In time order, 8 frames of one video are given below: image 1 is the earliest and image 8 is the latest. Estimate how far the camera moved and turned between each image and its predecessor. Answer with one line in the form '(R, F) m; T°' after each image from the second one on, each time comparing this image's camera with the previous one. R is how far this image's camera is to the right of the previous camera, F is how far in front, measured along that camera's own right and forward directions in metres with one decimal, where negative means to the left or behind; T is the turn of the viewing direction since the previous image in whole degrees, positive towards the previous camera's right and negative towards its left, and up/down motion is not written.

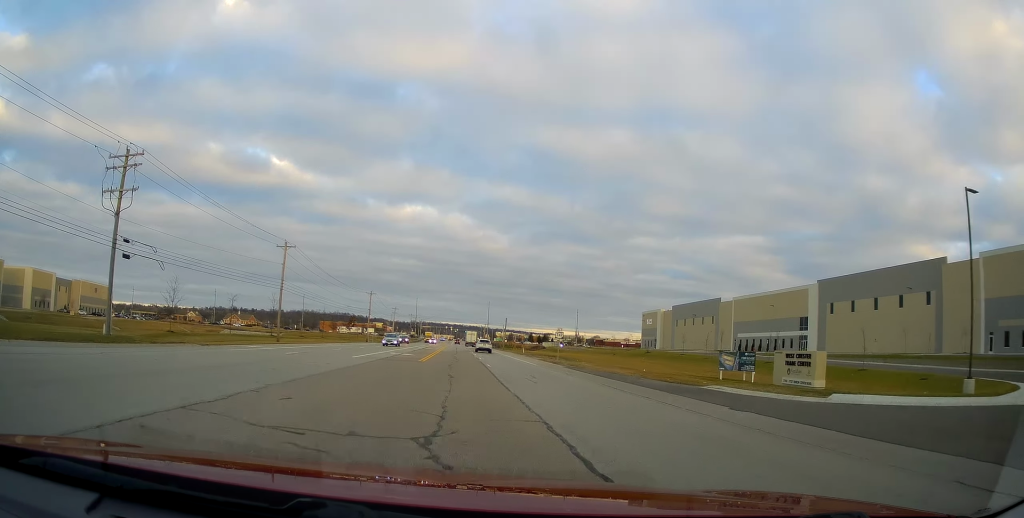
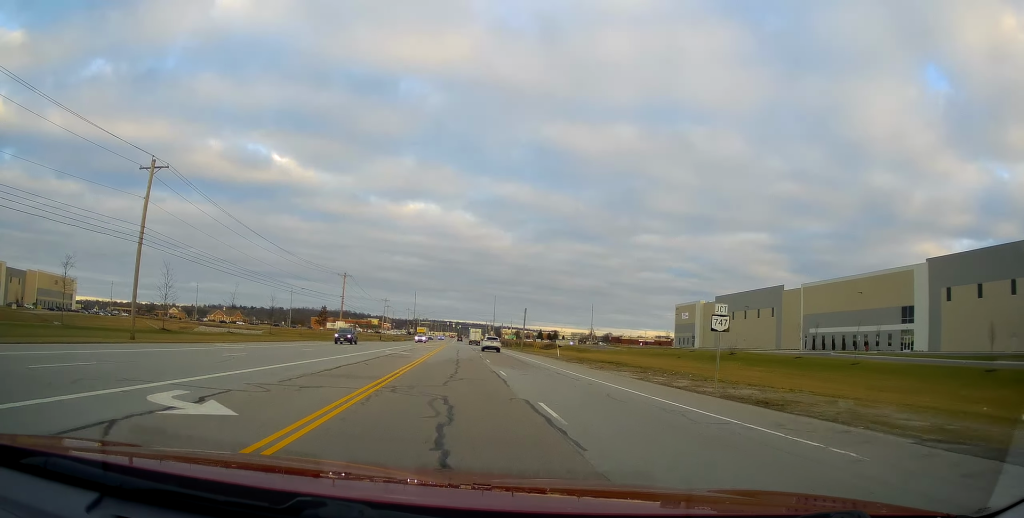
(+0.3, +33.8) m; -1°
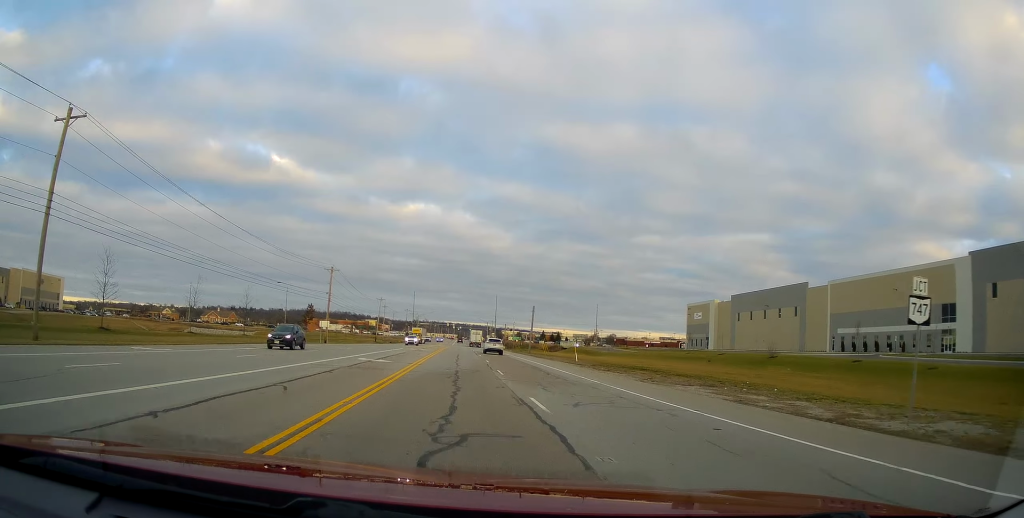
(-0.1, +10.5) m; -1°
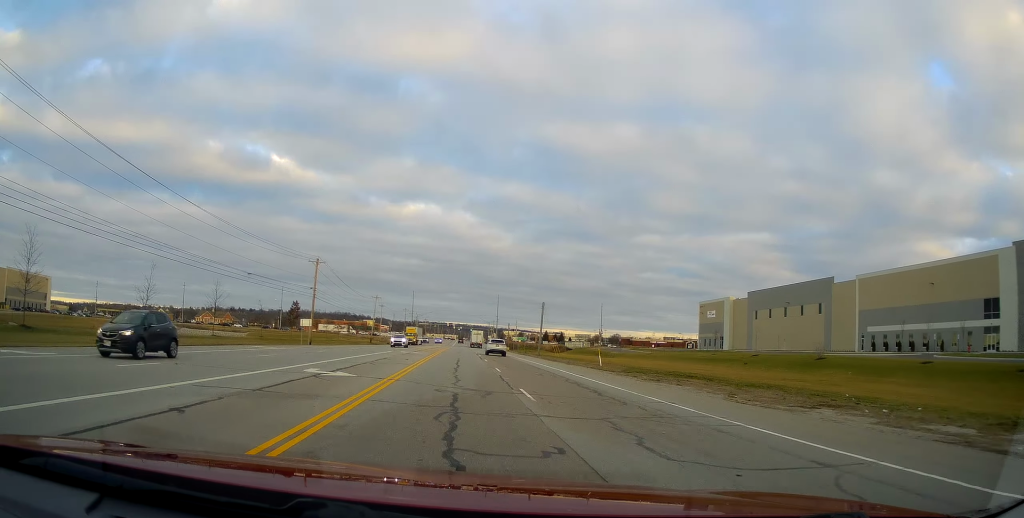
(0.0, +9.8) m; 0°
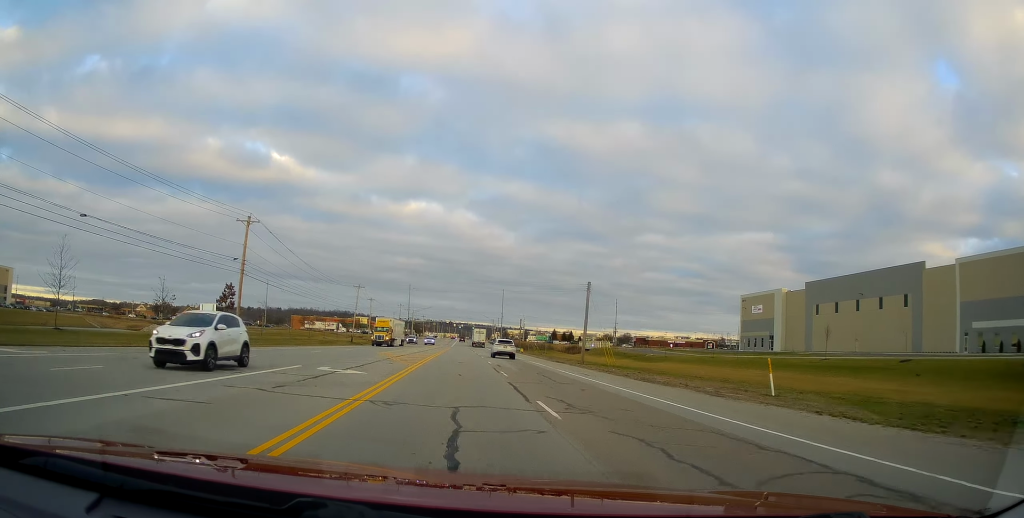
(0.0, +27.8) m; 0°
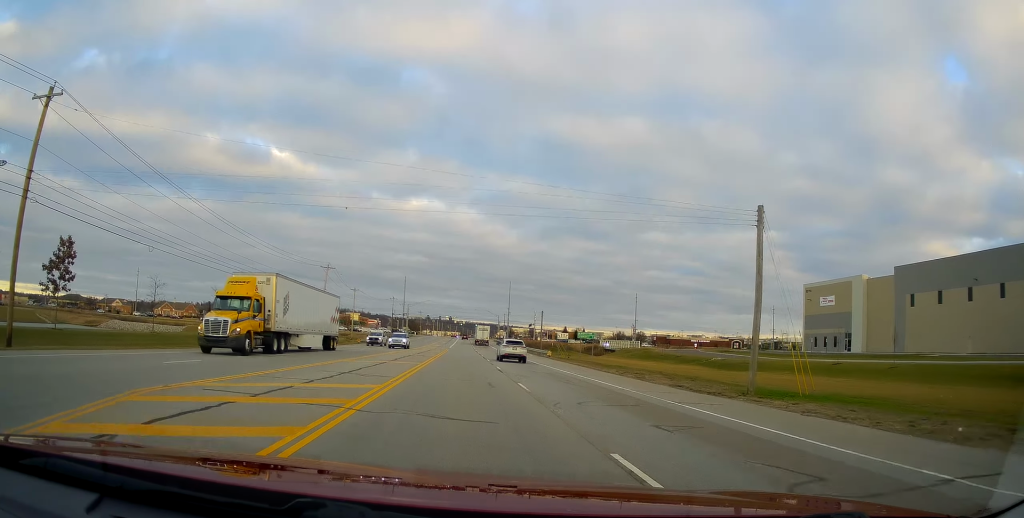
(0.0, +30.3) m; 0°
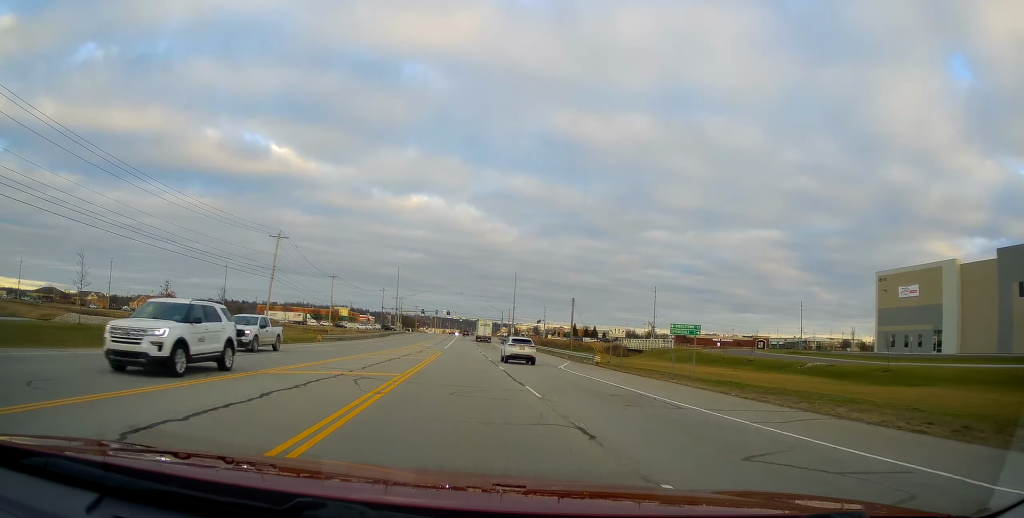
(+0.1, +25.5) m; 0°
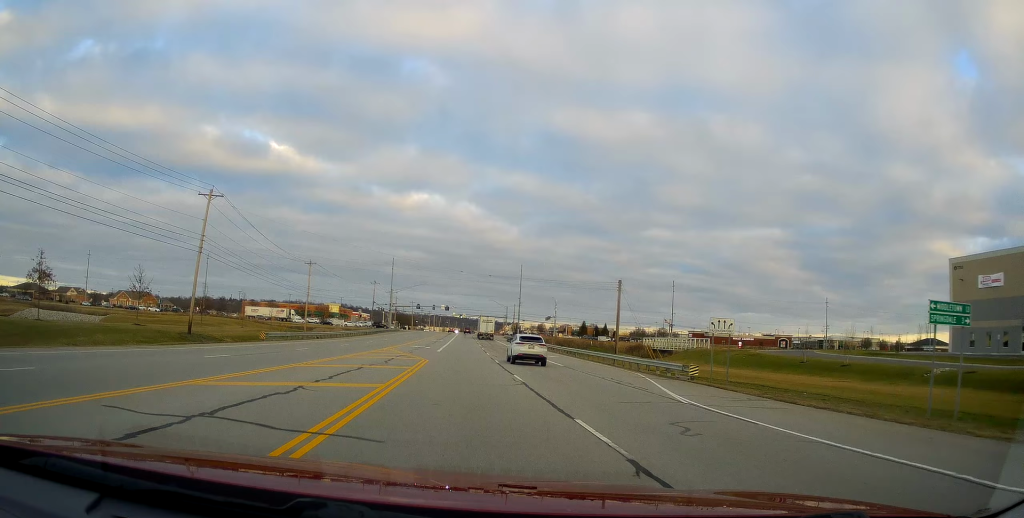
(0.0, +19.7) m; -1°
